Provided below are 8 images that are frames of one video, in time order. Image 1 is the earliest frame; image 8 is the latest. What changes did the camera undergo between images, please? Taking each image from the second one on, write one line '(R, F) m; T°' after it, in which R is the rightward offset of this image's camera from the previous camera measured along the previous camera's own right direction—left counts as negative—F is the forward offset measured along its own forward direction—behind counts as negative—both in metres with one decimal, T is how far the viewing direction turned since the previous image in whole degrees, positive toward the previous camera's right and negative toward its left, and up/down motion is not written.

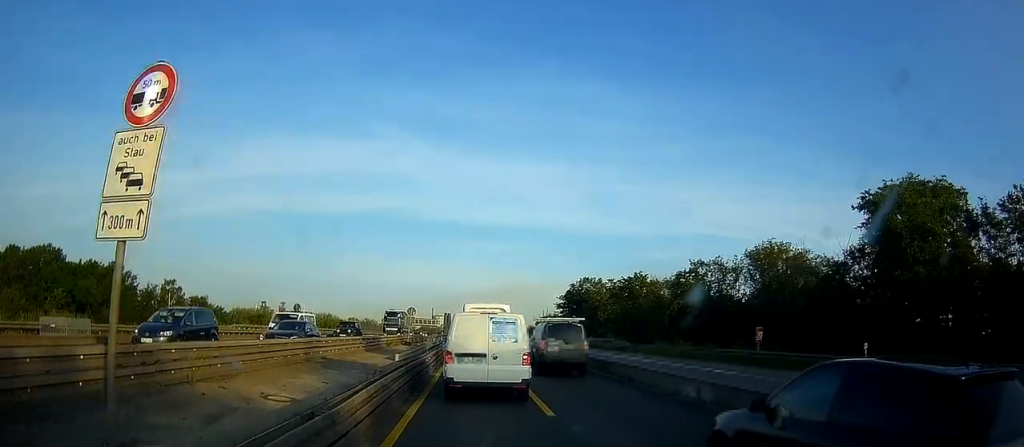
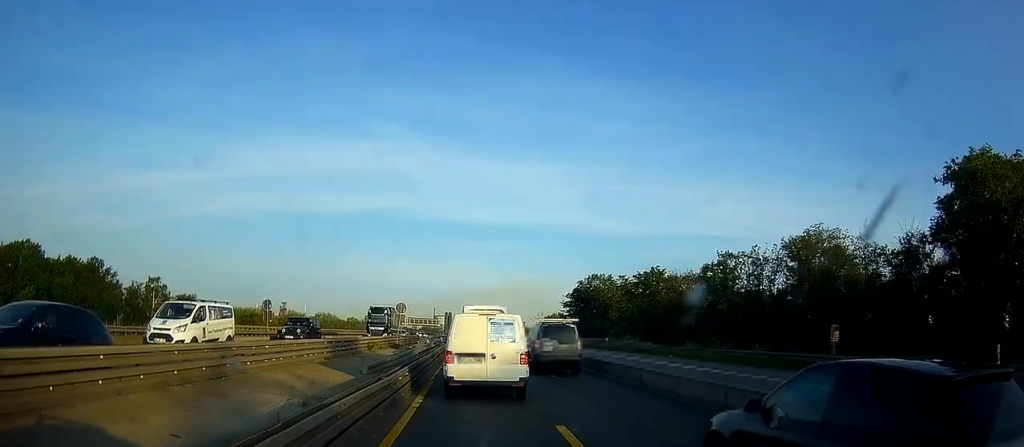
(-0.1, +7.6) m; -1°
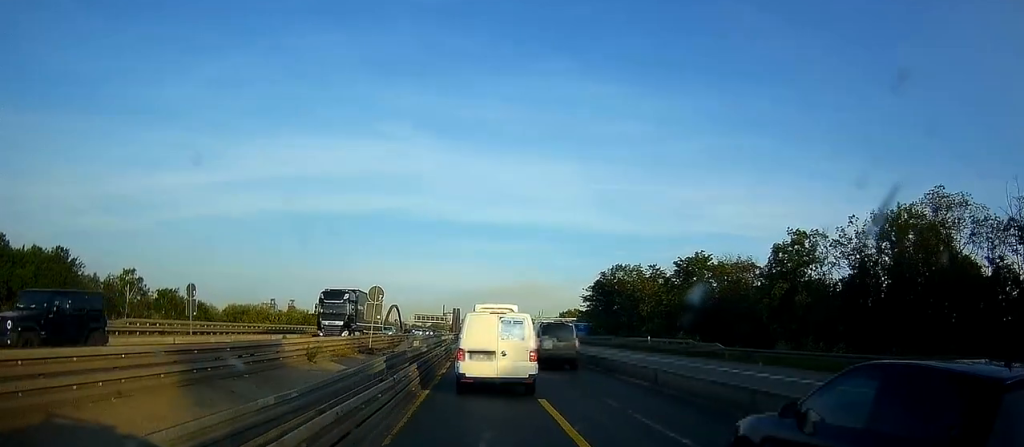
(+0.1, +13.0) m; -3°
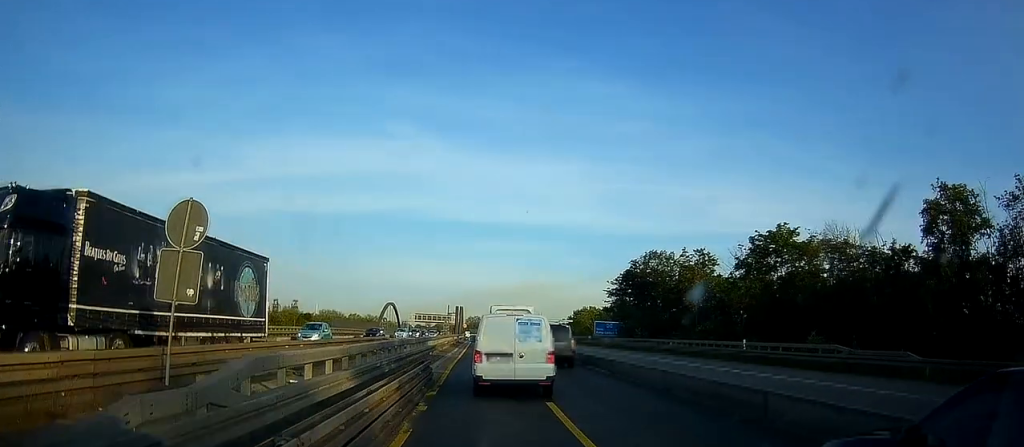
(-0.6, +17.8) m; 0°
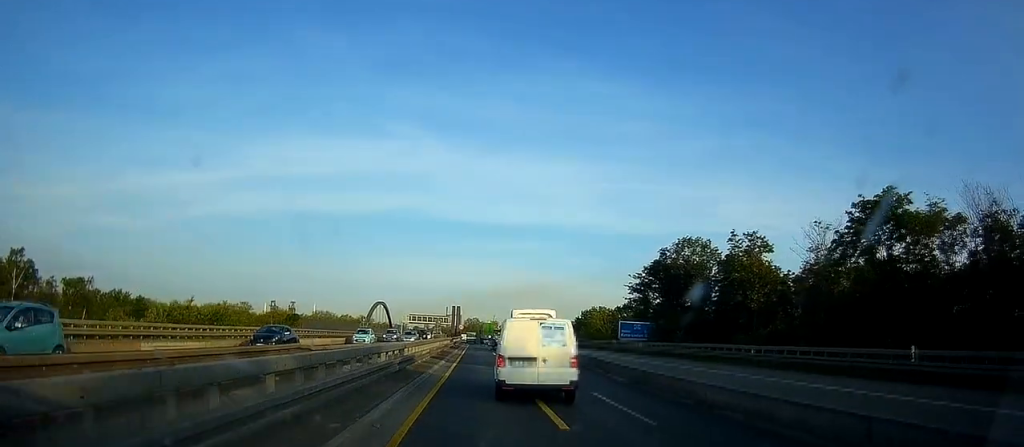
(+0.4, +14.9) m; 0°
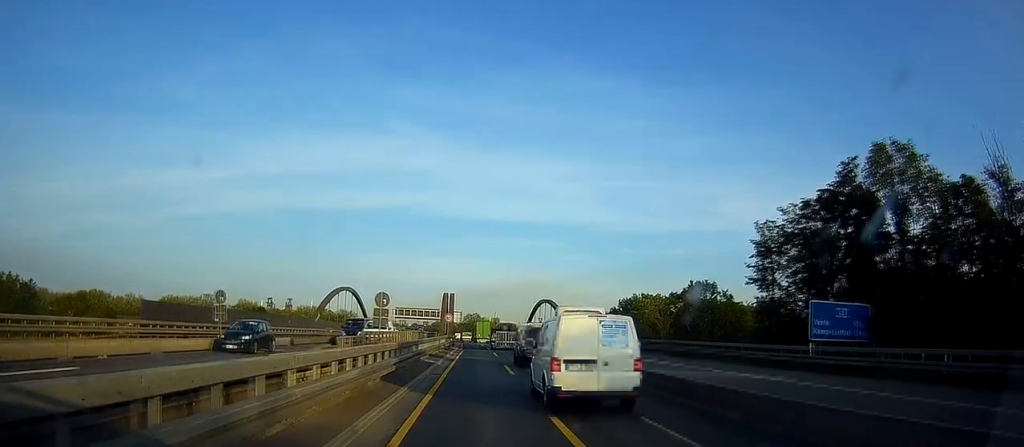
(-1.2, +39.6) m; -2°
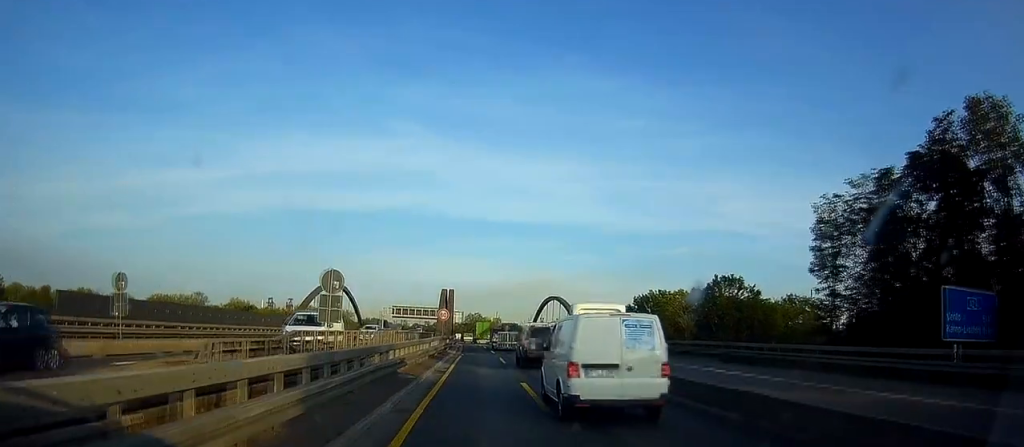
(0.0, +9.8) m; 0°
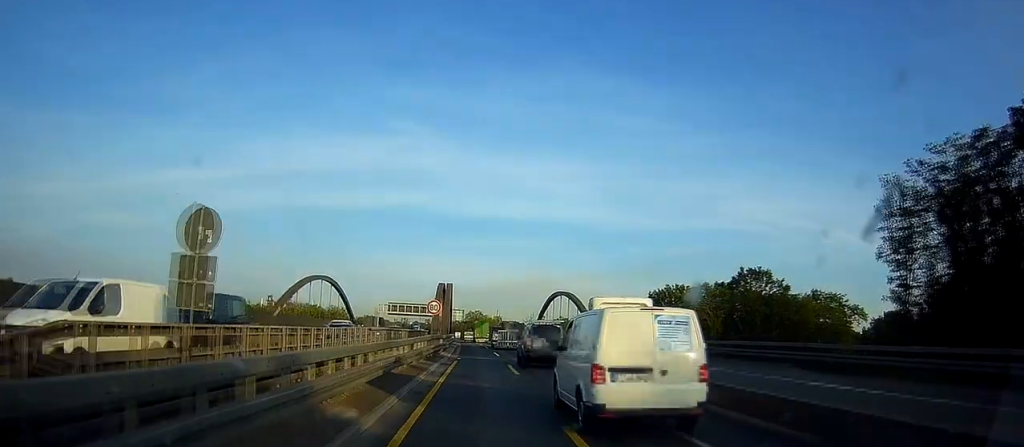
(0.0, +8.8) m; 0°
